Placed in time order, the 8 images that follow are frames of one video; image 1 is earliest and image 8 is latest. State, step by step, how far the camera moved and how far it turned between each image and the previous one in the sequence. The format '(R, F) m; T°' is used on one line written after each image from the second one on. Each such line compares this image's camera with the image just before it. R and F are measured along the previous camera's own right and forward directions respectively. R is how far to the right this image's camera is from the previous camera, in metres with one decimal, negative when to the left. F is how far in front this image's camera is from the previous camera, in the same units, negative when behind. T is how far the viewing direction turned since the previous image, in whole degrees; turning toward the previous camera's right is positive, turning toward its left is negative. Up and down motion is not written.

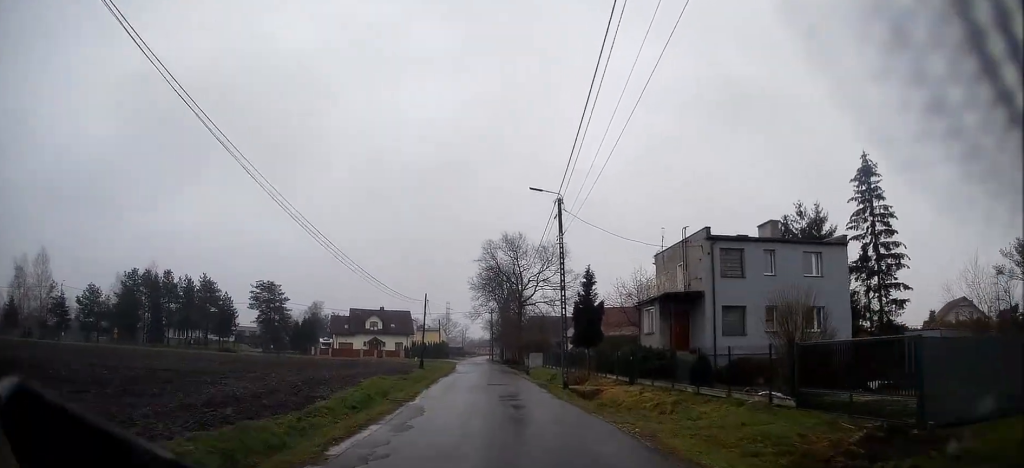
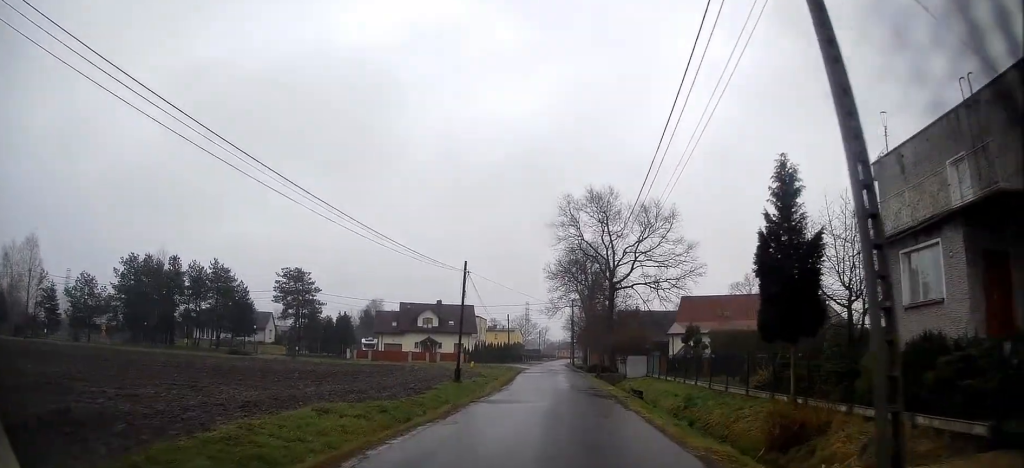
(-1.7, +20.4) m; -7°
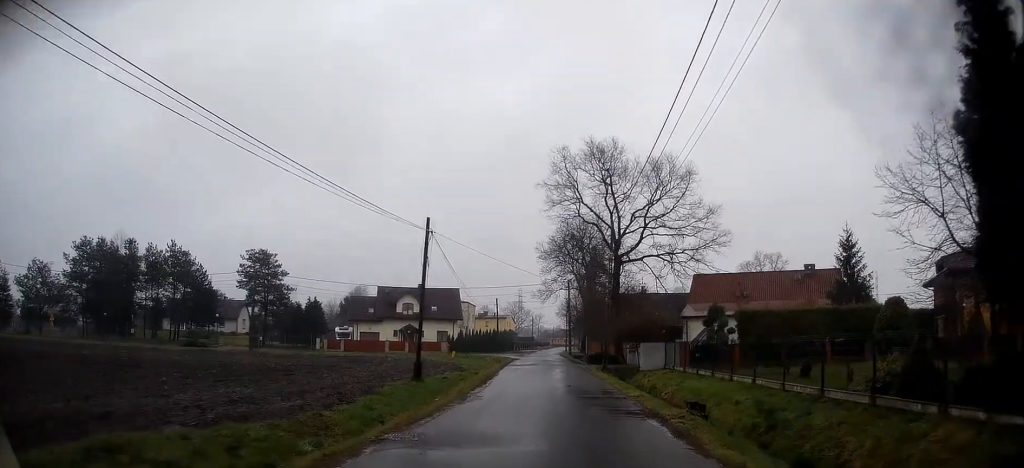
(-0.1, +8.7) m; -1°
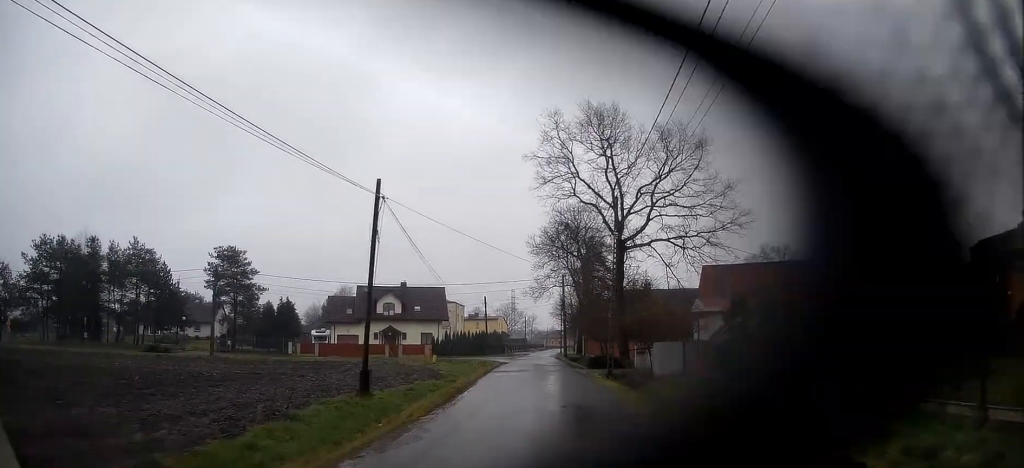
(-0.1, +6.3) m; 0°
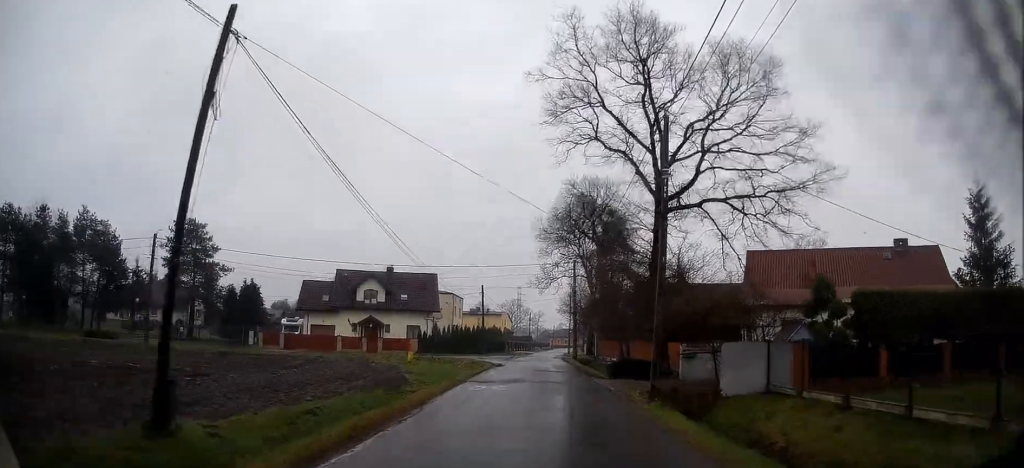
(0.0, +10.5) m; -1°
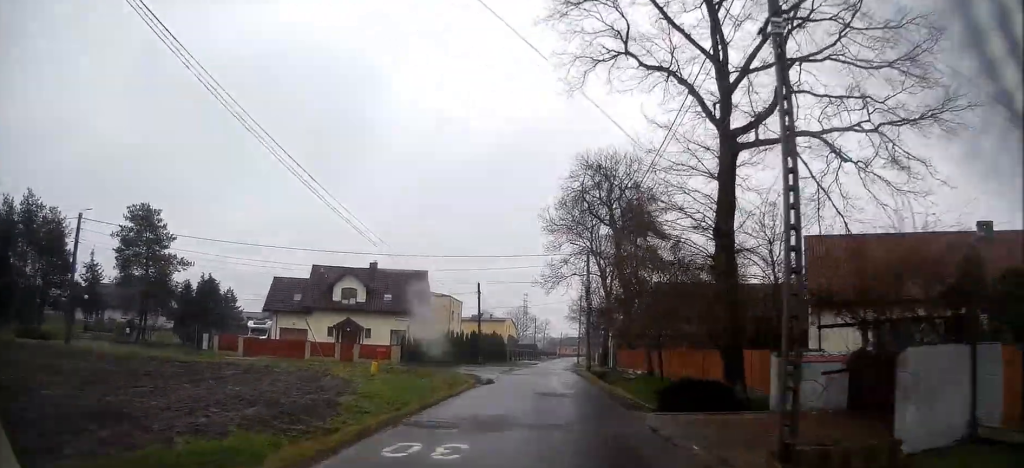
(-0.1, +9.5) m; 0°
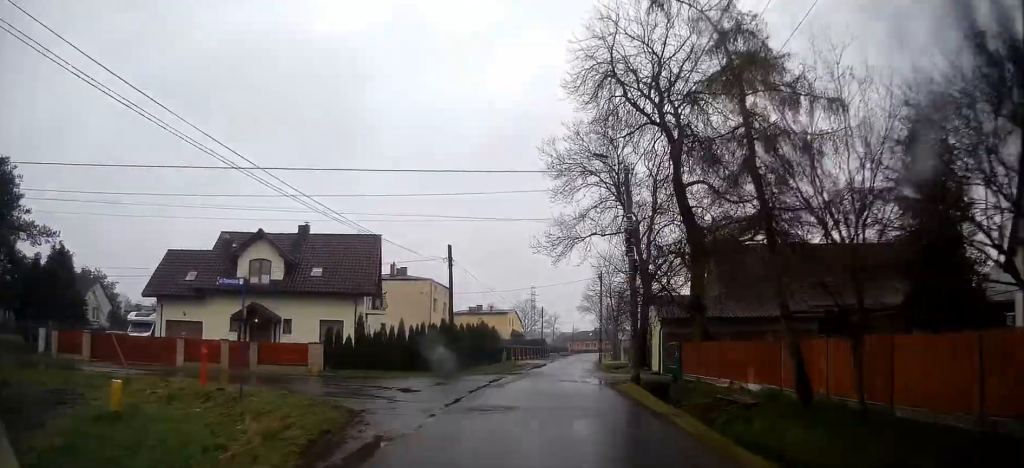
(-0.1, +19.8) m; -1°
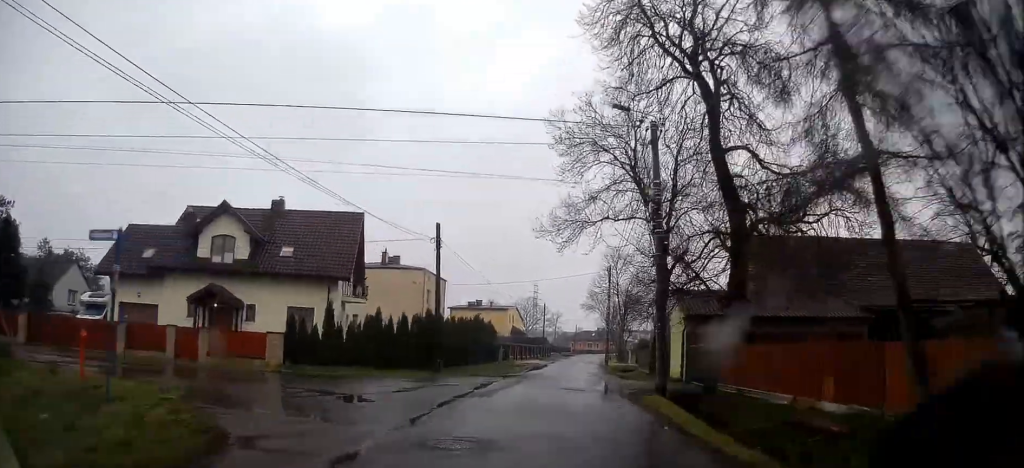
(-0.2, +5.3) m; 0°
